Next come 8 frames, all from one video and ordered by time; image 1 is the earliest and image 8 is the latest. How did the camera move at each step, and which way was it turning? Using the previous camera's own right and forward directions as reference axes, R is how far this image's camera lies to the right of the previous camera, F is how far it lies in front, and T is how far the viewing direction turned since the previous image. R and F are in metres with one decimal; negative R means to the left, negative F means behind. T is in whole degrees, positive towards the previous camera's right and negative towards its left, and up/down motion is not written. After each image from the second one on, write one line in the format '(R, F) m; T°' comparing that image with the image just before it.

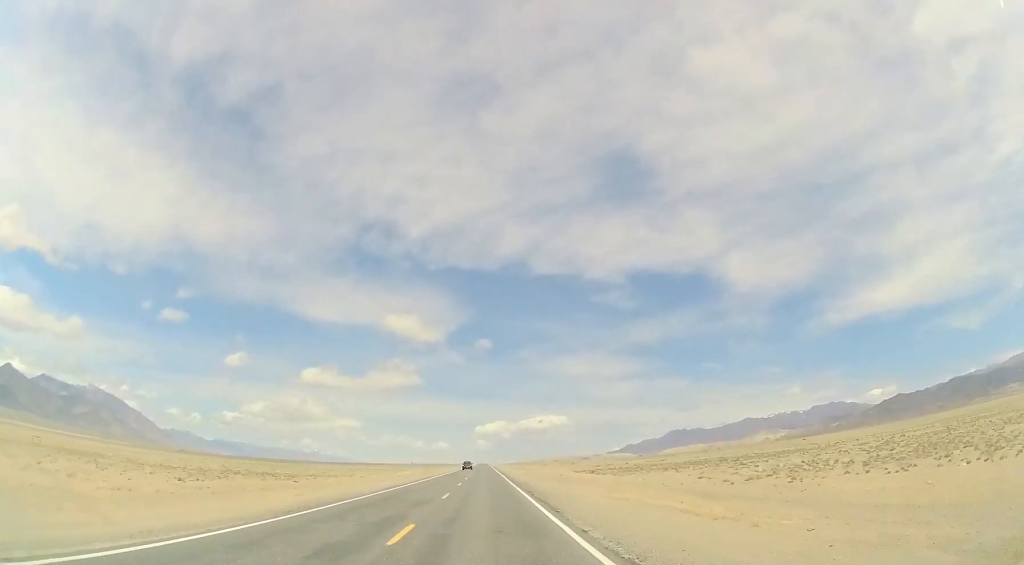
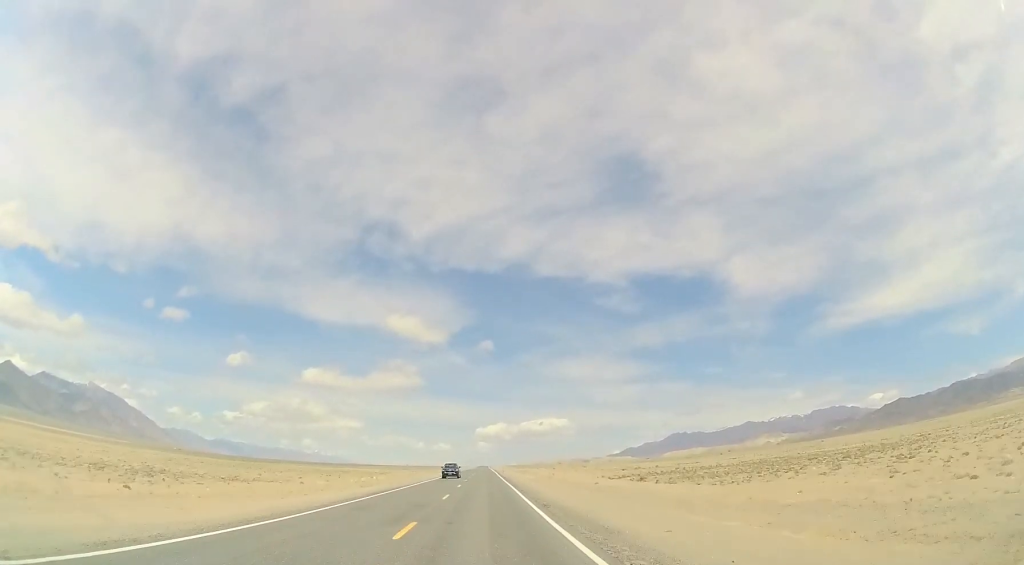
(0.0, +26.0) m; +1°
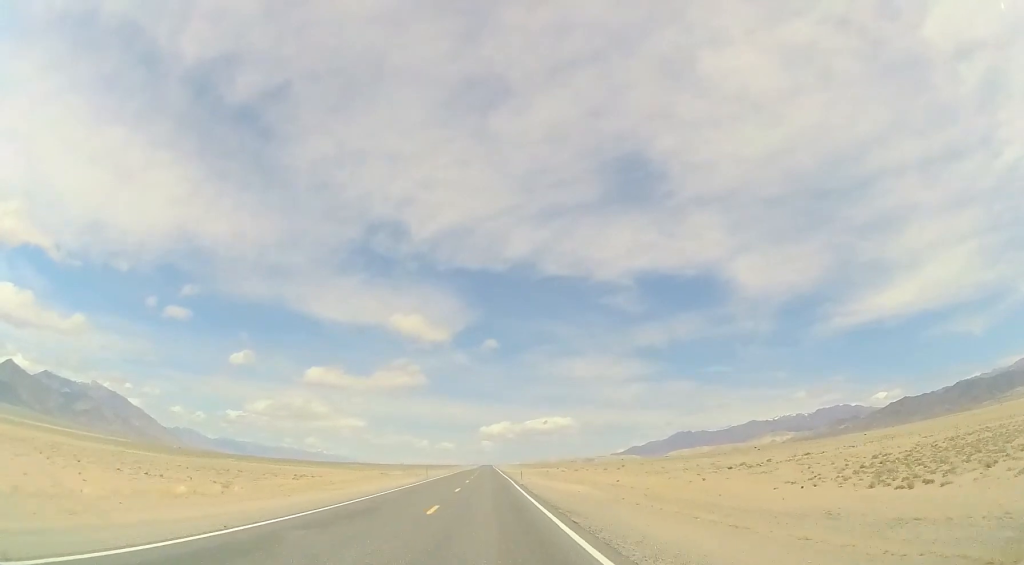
(+0.3, +48.5) m; 0°
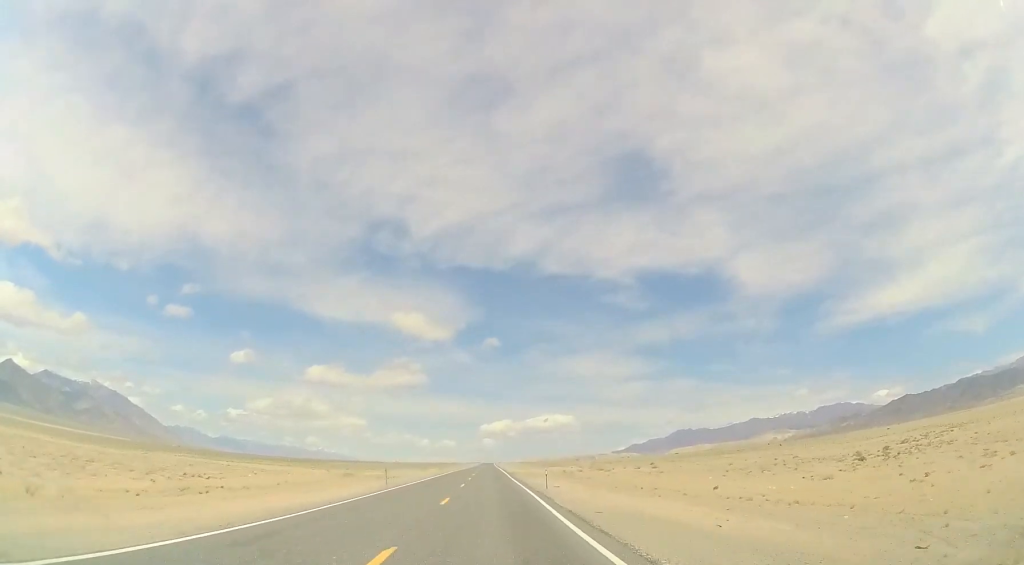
(-0.4, +24.7) m; -1°
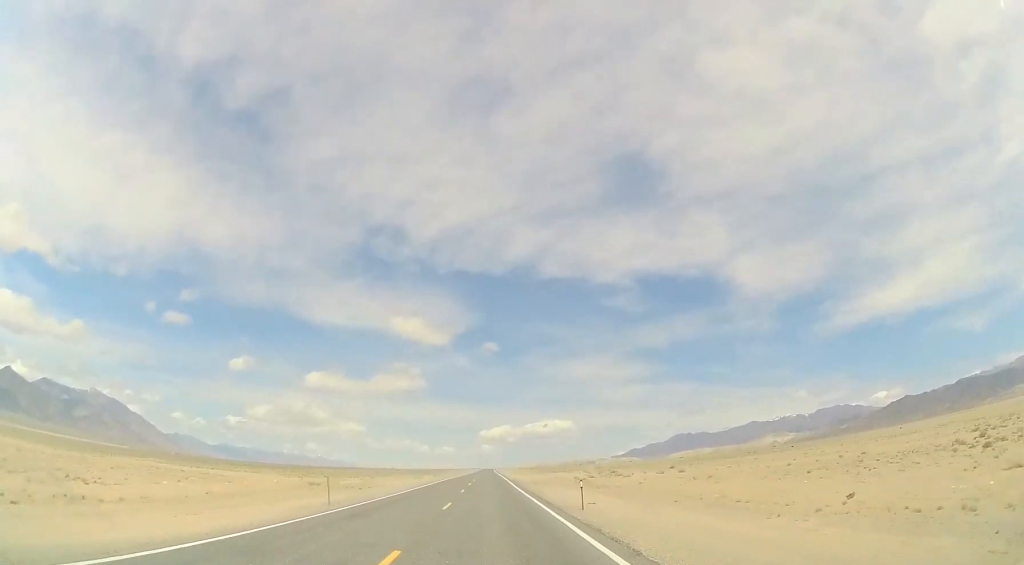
(0.0, +13.3) m; 0°
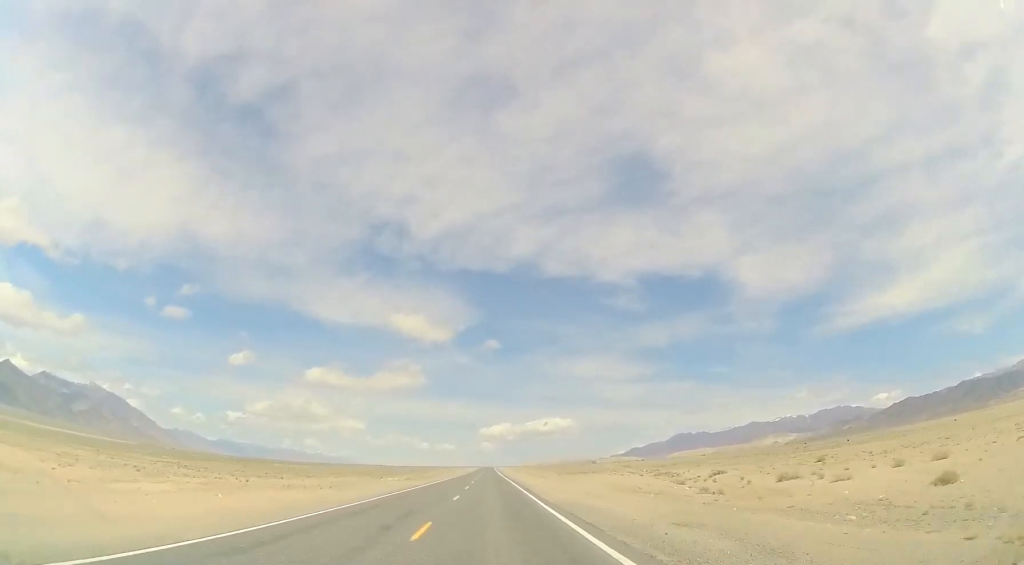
(+0.2, +50.0) m; 0°
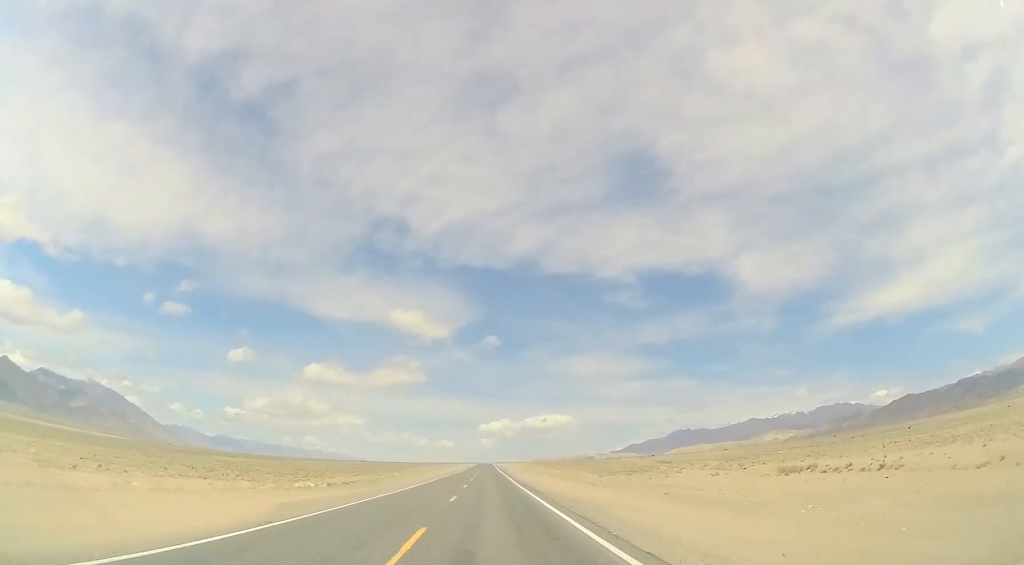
(-0.1, +43.4) m; 0°
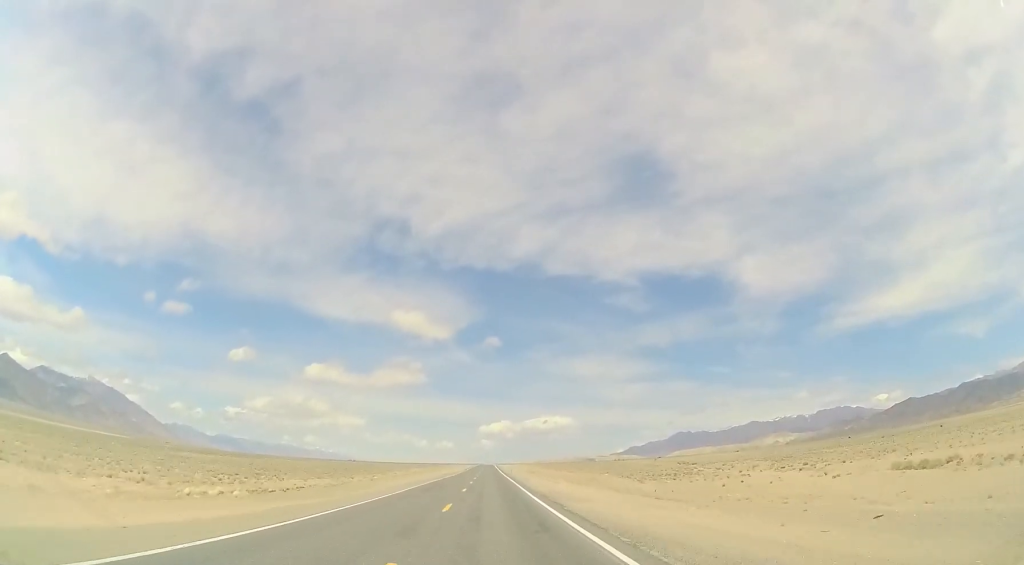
(+0.1, +17.7) m; 0°
